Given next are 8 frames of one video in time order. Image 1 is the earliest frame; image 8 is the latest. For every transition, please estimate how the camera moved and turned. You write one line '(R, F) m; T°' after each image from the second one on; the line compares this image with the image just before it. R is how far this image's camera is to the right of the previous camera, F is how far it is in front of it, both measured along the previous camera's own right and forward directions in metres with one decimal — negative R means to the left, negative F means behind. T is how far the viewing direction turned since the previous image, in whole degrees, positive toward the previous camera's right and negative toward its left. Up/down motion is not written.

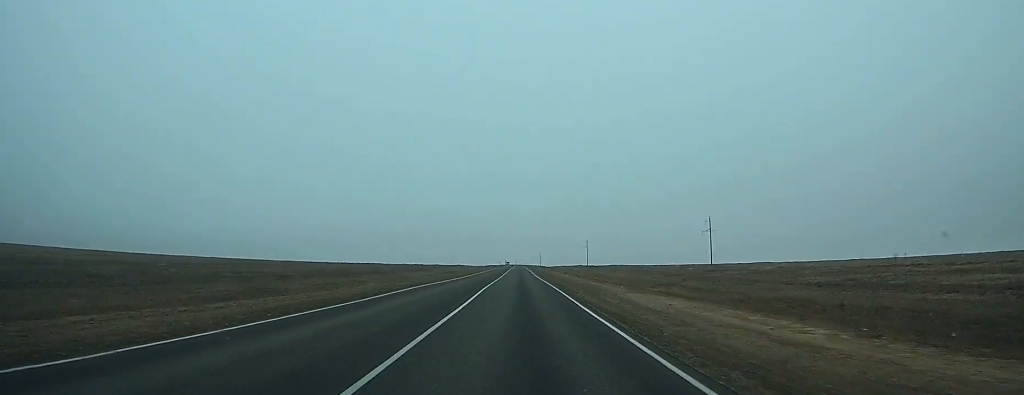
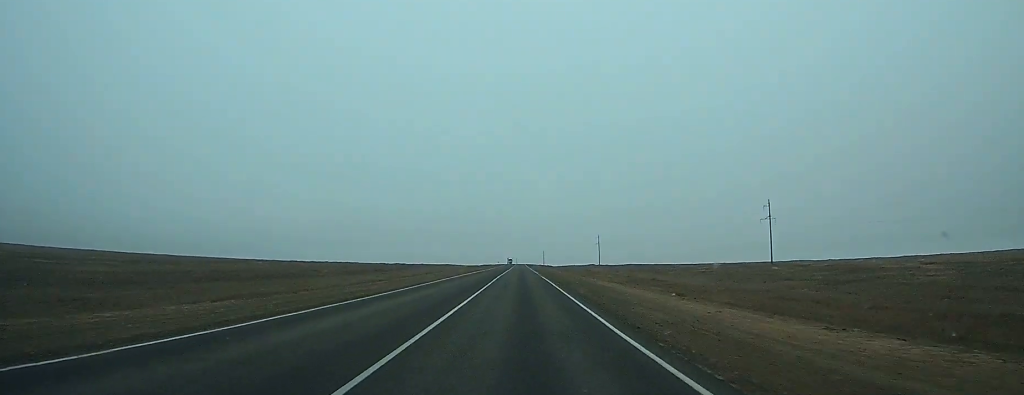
(+0.1, +62.7) m; 0°
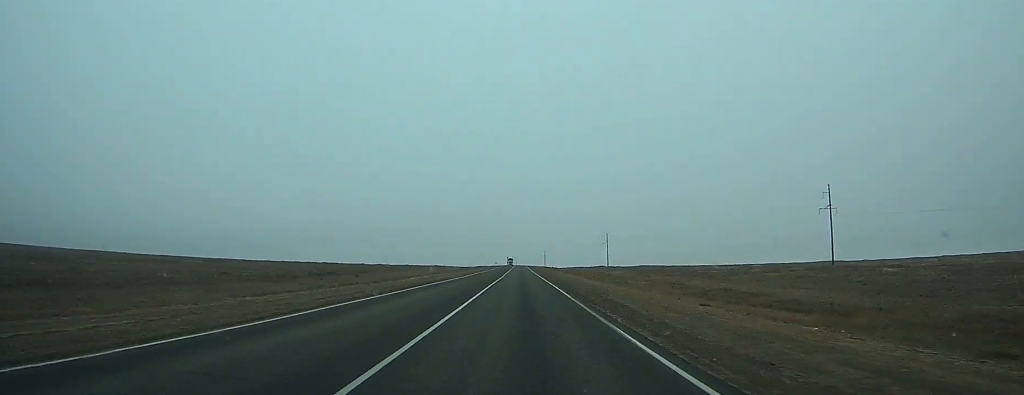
(-0.1, +41.6) m; 0°
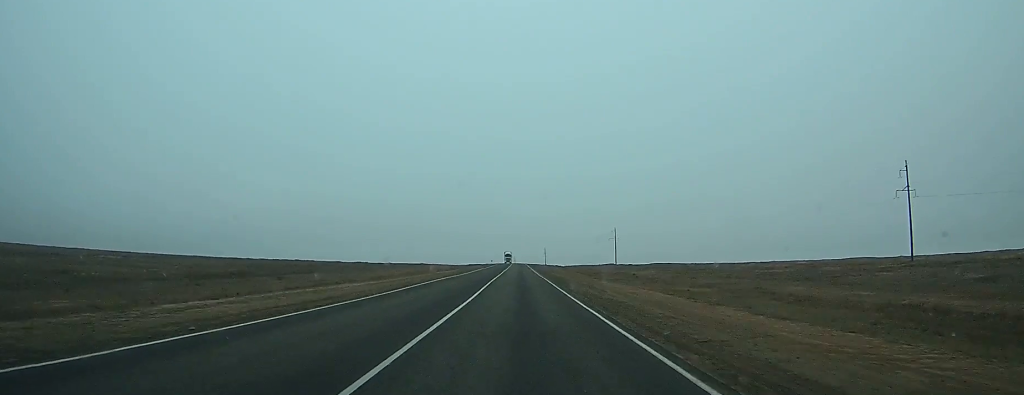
(+0.1, +35.4) m; 0°
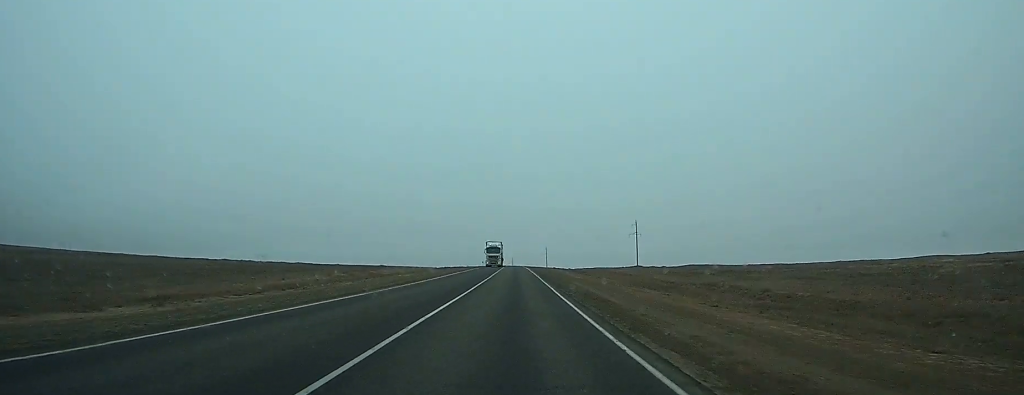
(+0.1, +62.5) m; 0°
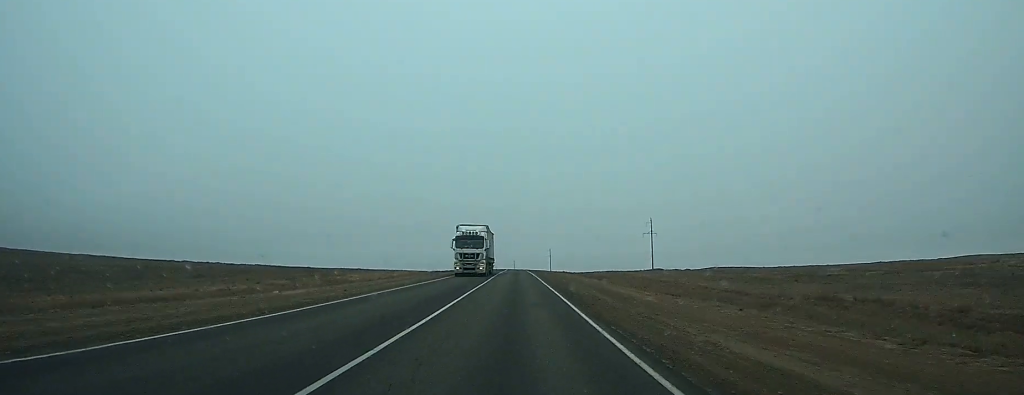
(0.0, +24.6) m; 0°
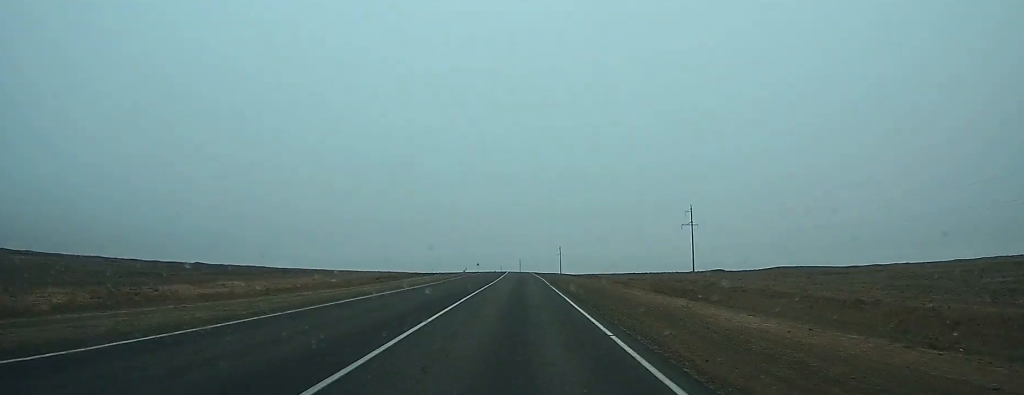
(-0.2, +47.8) m; 0°
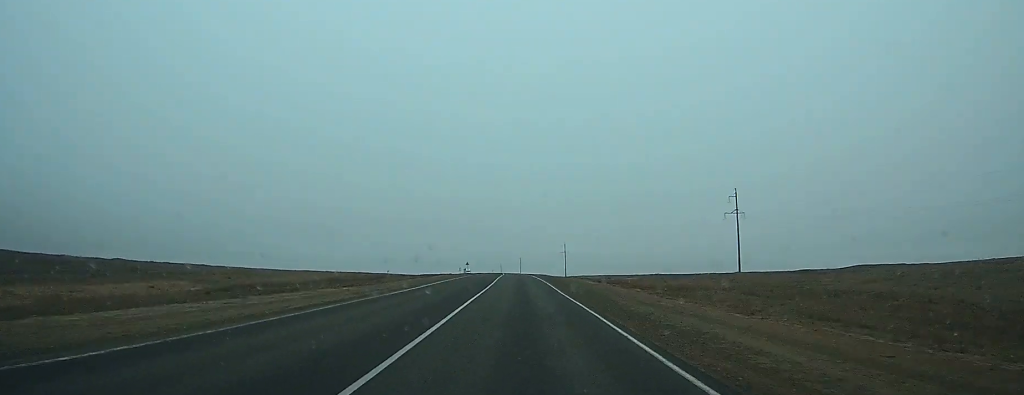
(-0.1, +41.8) m; 0°
